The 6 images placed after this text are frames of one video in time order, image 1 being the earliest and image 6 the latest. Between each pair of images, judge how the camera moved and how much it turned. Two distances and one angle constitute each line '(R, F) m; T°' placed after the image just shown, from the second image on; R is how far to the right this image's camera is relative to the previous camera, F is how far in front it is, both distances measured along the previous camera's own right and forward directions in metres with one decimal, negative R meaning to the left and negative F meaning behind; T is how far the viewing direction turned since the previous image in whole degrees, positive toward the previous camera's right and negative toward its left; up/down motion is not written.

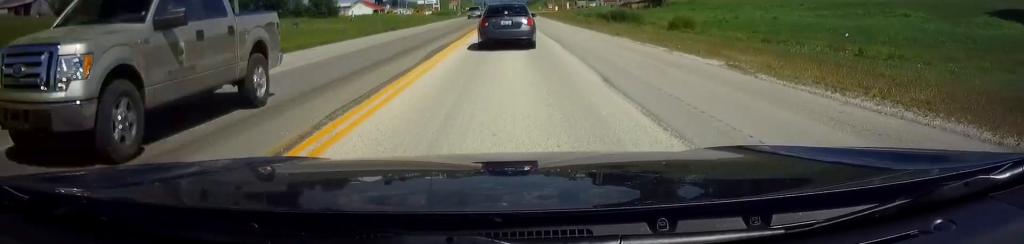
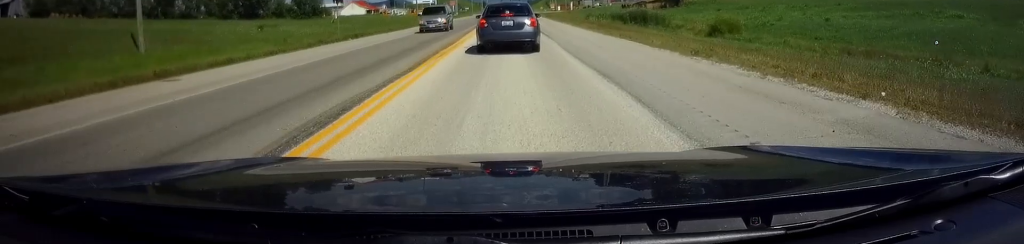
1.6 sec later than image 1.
(-0.1, +12.1) m; -1°
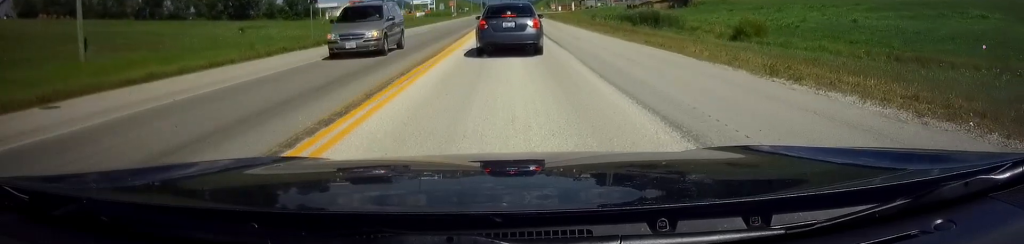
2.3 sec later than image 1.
(0.0, +4.9) m; 0°
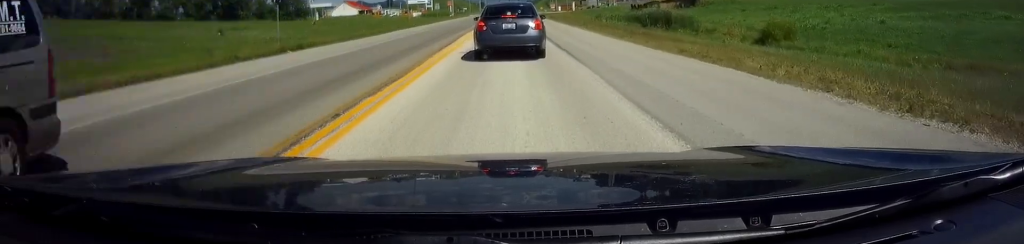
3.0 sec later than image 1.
(0.0, +4.7) m; +1°
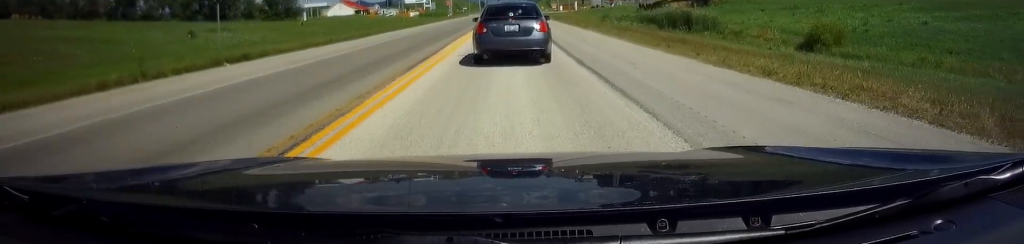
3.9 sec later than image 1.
(0.0, +6.1) m; +2°
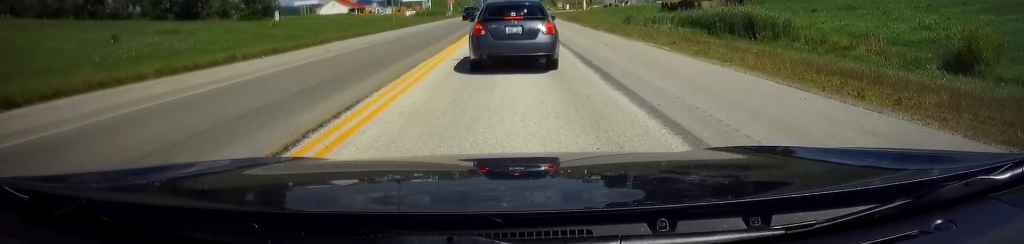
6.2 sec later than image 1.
(+0.5, +13.2) m; +1°
